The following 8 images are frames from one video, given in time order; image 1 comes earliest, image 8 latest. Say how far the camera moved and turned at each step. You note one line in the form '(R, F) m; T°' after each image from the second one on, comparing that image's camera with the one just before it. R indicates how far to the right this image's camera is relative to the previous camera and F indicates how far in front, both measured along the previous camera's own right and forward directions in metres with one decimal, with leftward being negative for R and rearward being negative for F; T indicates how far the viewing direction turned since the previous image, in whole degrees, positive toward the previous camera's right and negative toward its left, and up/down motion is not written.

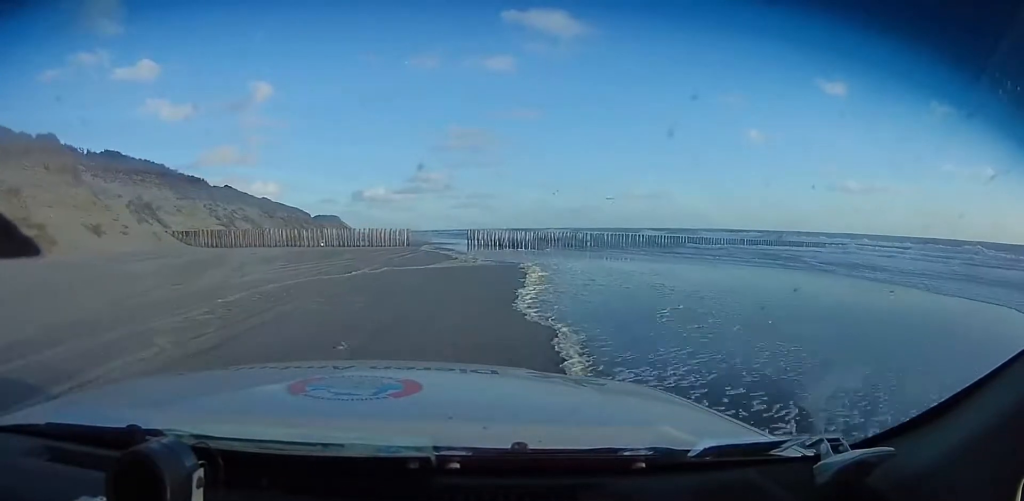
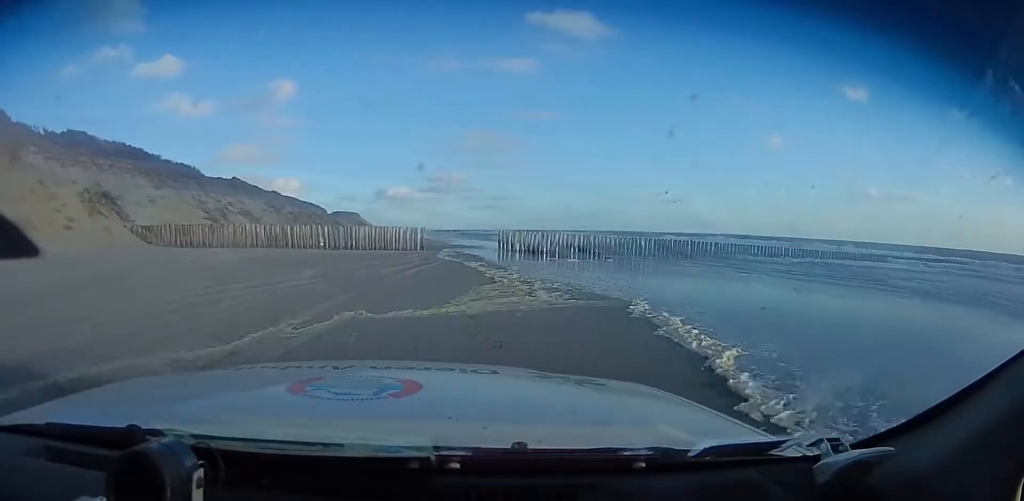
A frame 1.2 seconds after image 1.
(0.0, +10.9) m; 0°
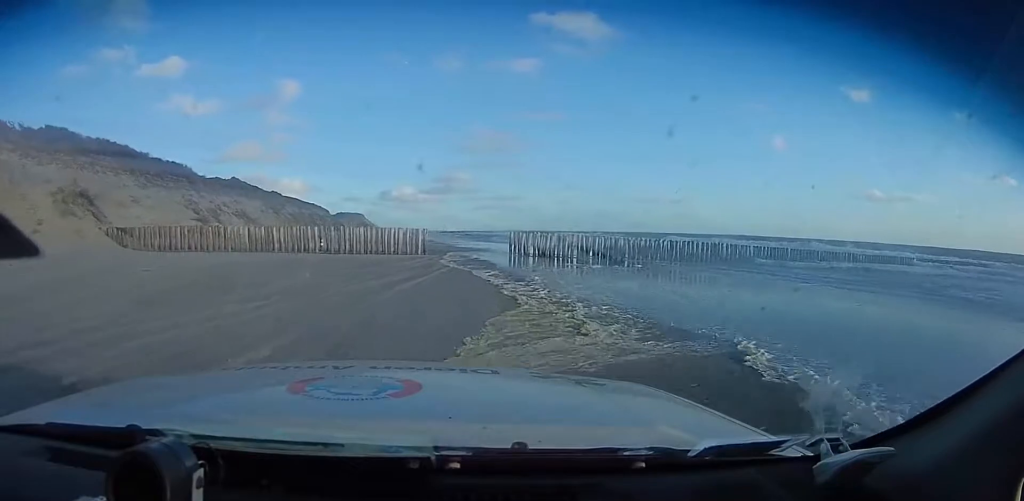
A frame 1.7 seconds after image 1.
(0.0, +4.3) m; 0°
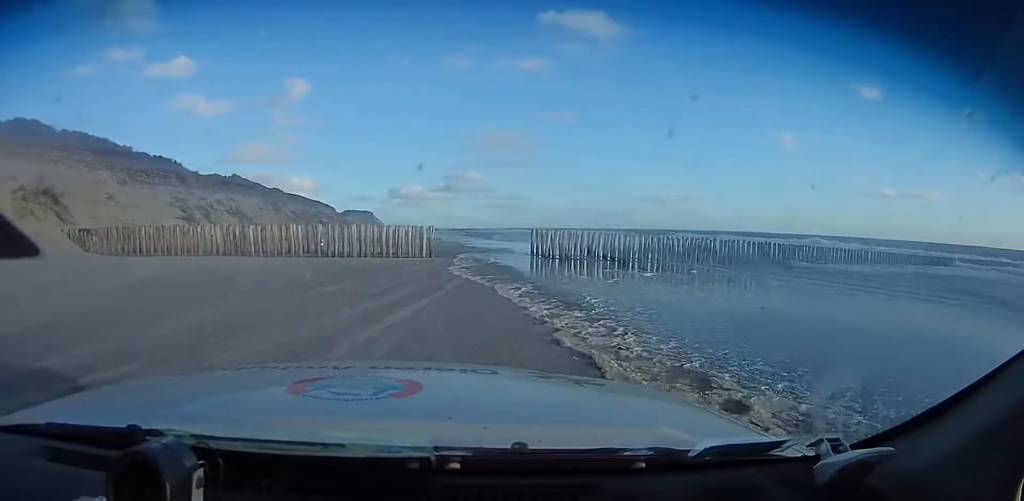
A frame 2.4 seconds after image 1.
(0.0, +5.8) m; 0°
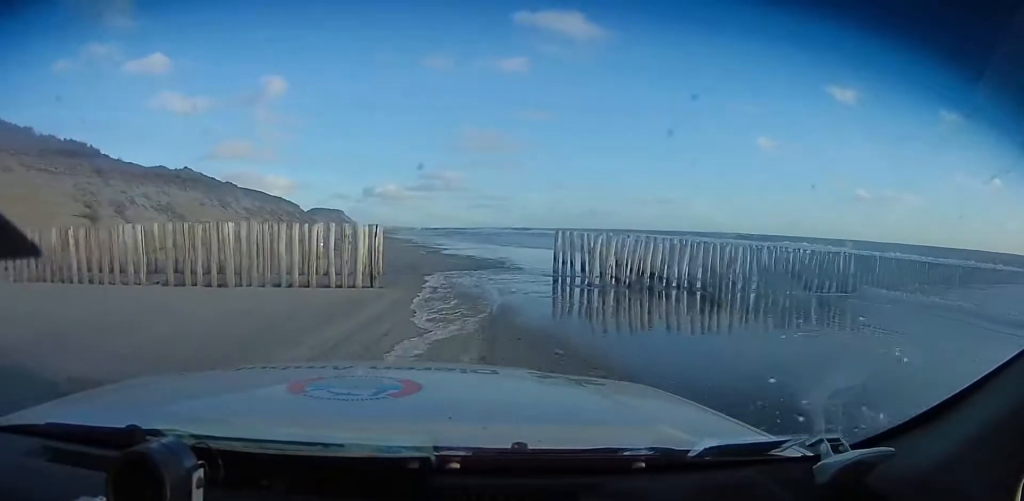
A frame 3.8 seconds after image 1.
(0.0, +13.4) m; 0°
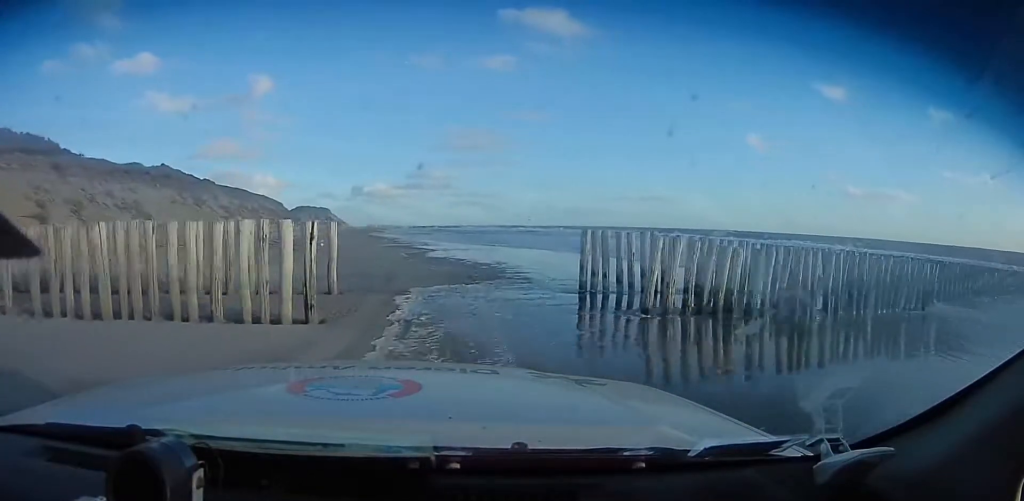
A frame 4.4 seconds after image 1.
(0.0, +5.3) m; 0°
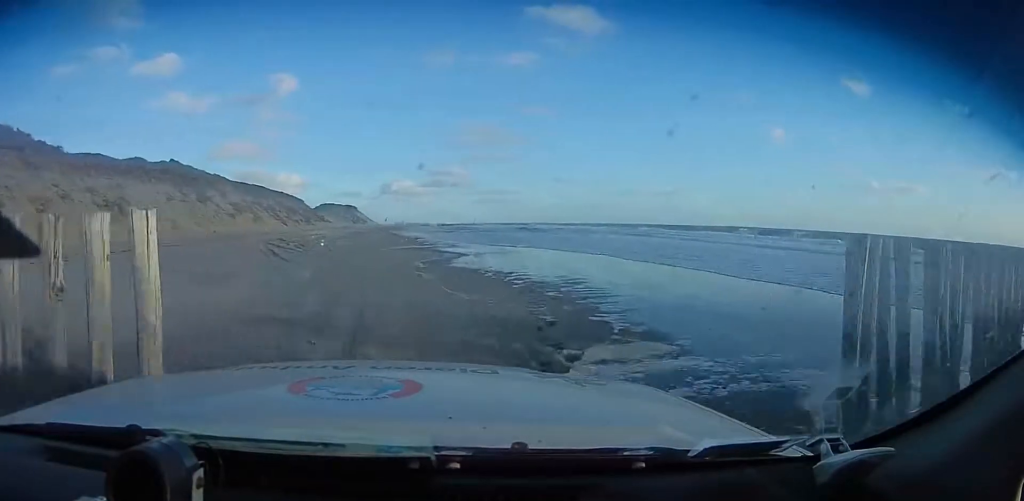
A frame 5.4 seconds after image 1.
(0.0, +8.7) m; -1°
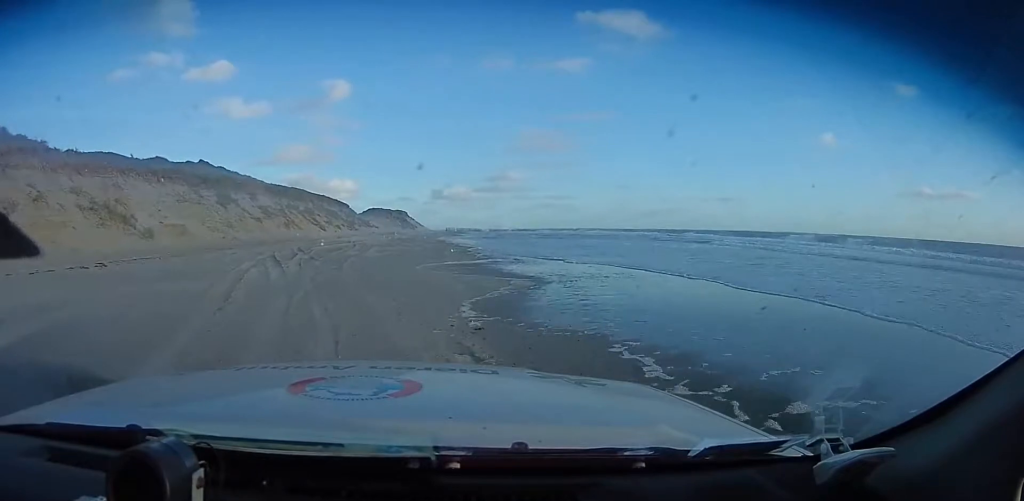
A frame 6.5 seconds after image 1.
(-0.1, +9.2) m; -5°
